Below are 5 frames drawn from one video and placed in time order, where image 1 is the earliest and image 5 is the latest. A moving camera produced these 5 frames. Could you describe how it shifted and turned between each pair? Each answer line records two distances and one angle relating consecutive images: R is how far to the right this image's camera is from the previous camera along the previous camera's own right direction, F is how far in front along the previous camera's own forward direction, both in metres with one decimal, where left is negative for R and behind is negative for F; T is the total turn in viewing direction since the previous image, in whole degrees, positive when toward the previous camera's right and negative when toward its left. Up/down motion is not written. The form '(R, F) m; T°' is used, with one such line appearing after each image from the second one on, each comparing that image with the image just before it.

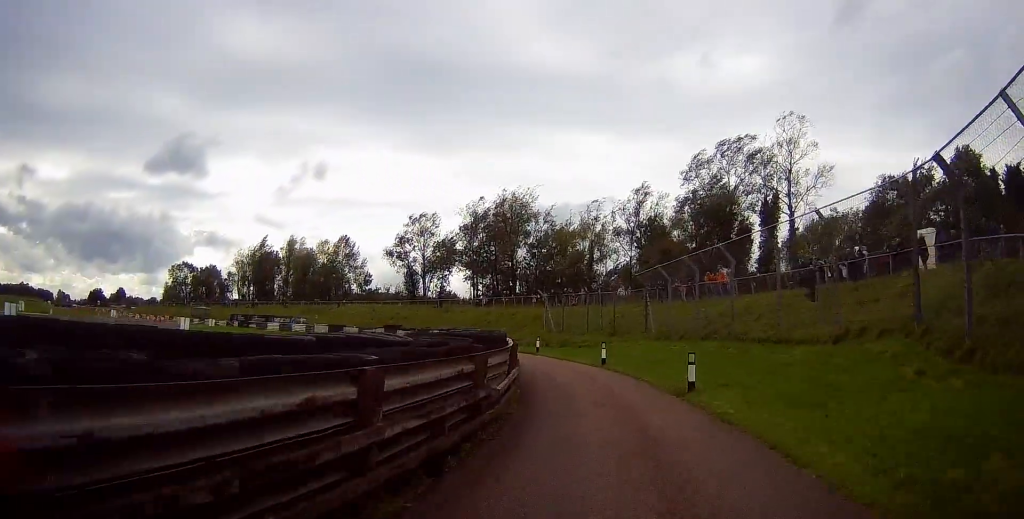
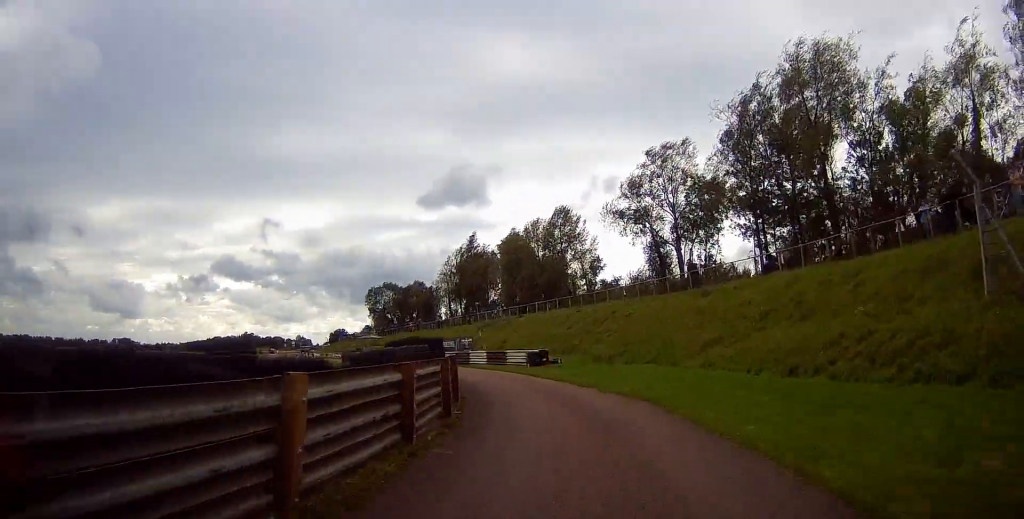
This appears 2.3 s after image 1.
(-6.3, +37.9) m; -25°
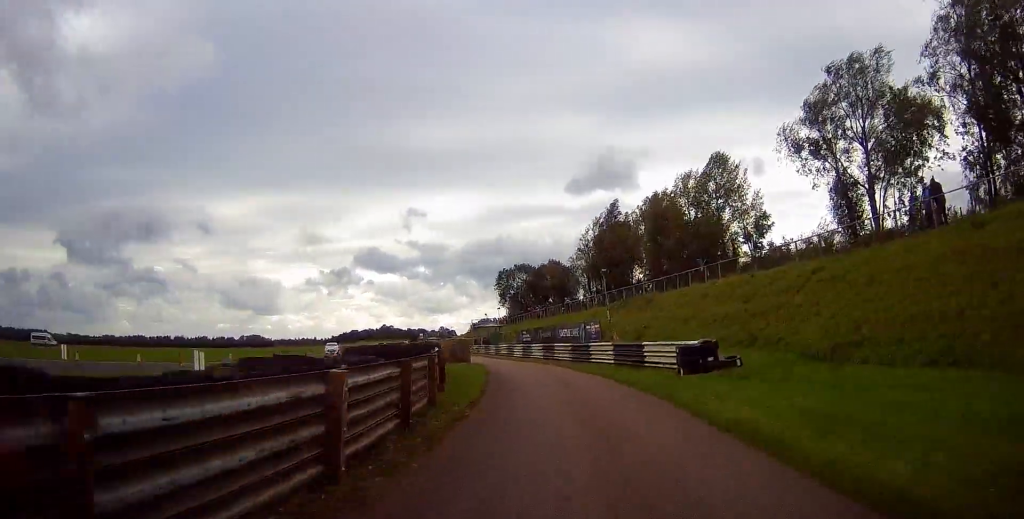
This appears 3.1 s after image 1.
(-1.5, +15.2) m; -11°
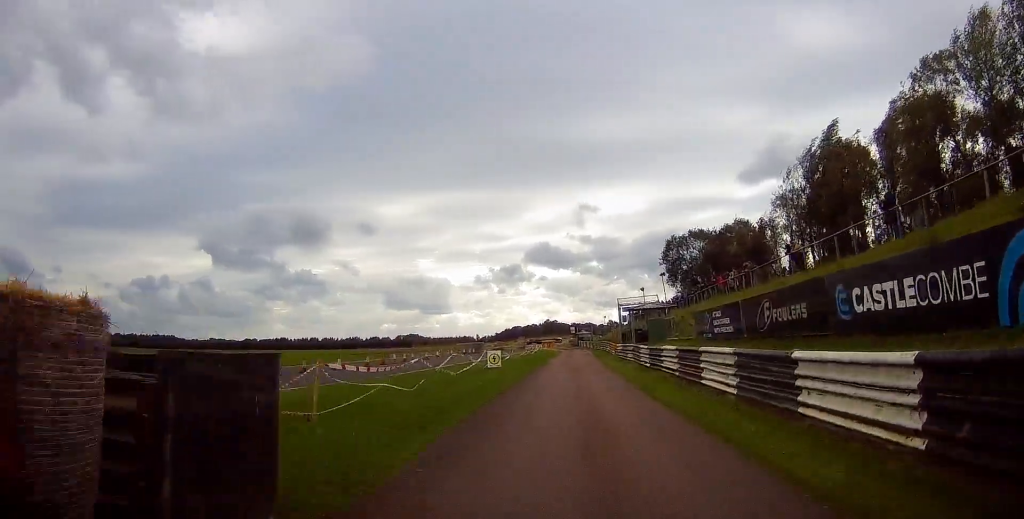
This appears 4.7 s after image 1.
(-4.6, +31.0) m; -13°
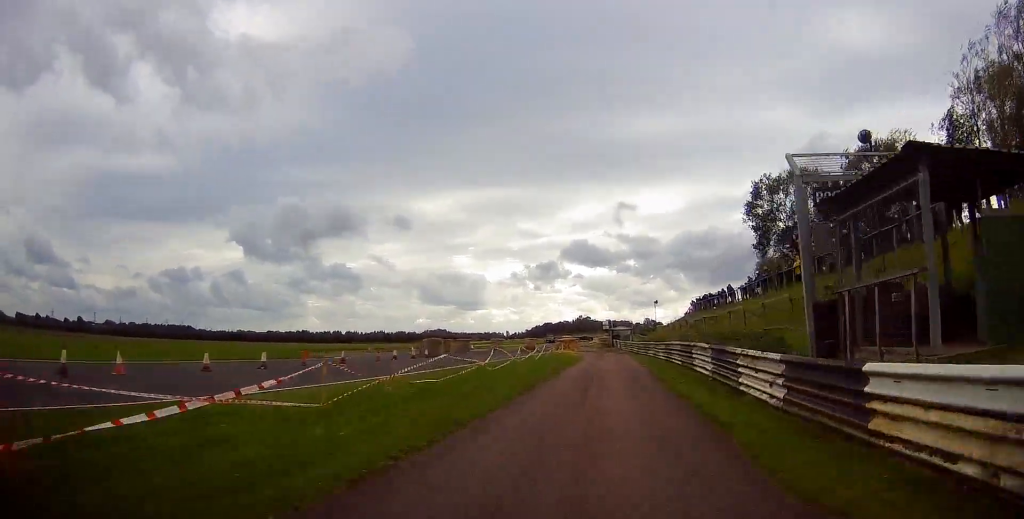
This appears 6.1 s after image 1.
(-1.9, +32.8) m; -4°
